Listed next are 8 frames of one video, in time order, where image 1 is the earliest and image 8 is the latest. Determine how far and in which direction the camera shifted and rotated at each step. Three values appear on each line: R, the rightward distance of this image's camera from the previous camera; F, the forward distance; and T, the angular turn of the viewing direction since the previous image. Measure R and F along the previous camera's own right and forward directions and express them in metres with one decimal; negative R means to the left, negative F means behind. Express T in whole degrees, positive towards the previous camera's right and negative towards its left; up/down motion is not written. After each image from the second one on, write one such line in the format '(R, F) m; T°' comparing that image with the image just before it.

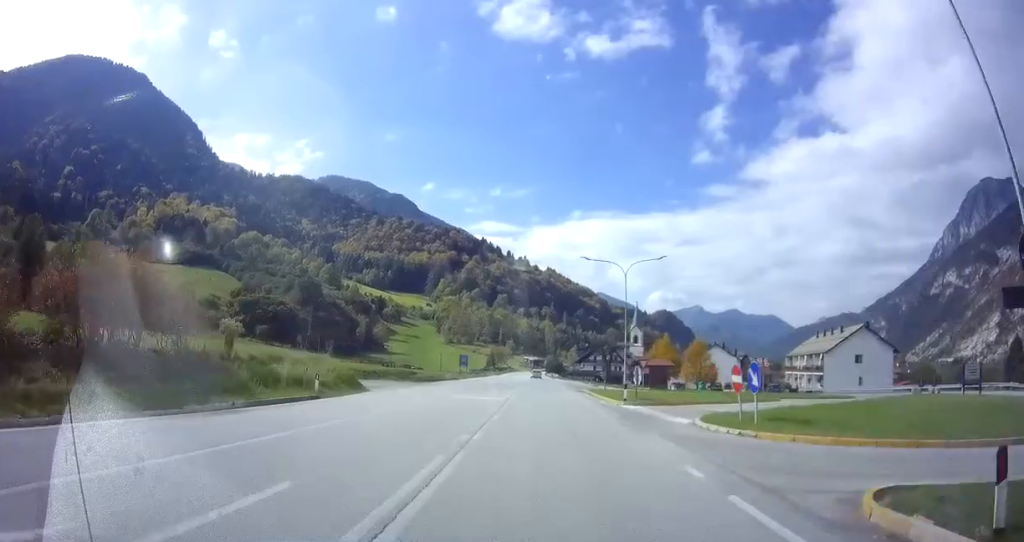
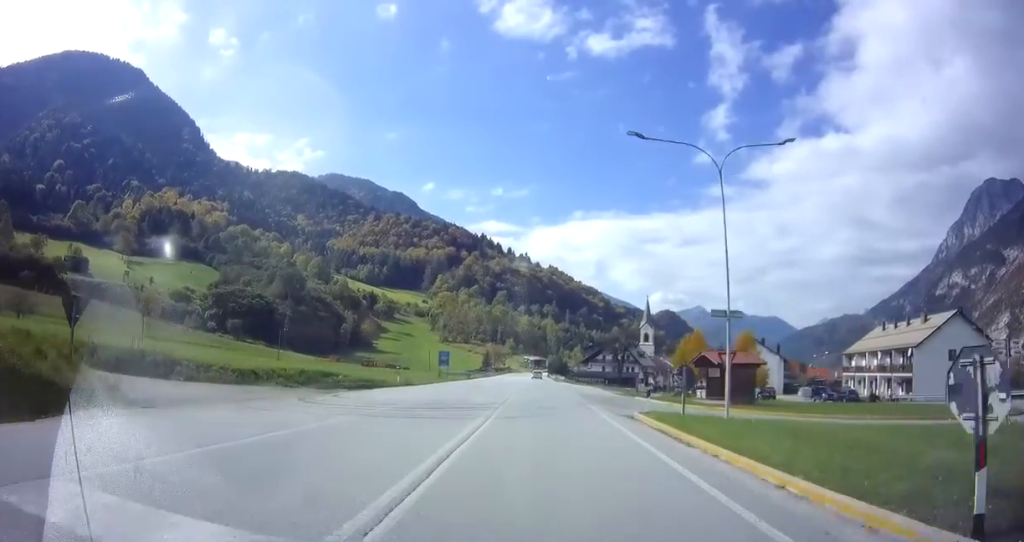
(0.0, +21.1) m; 0°
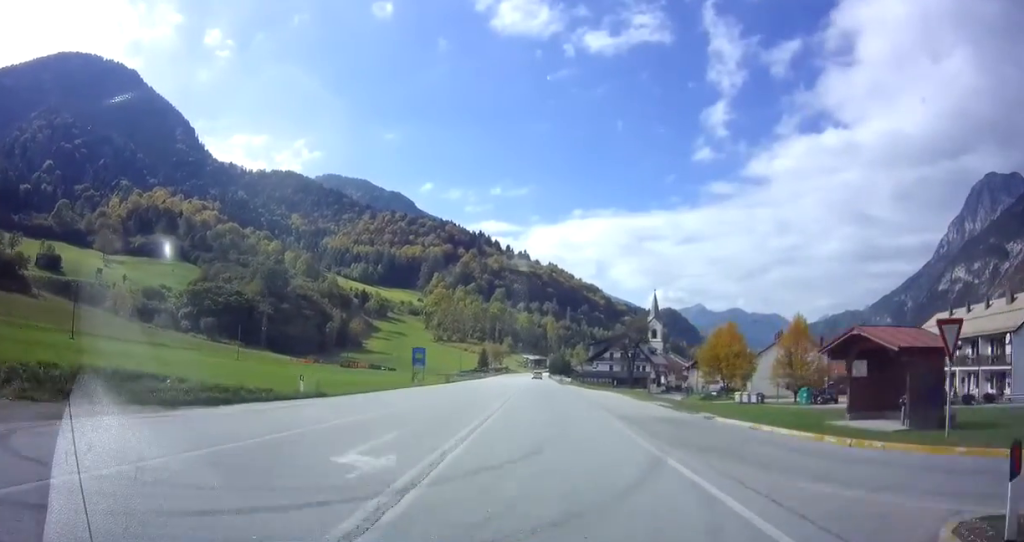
(0.0, +15.9) m; 0°
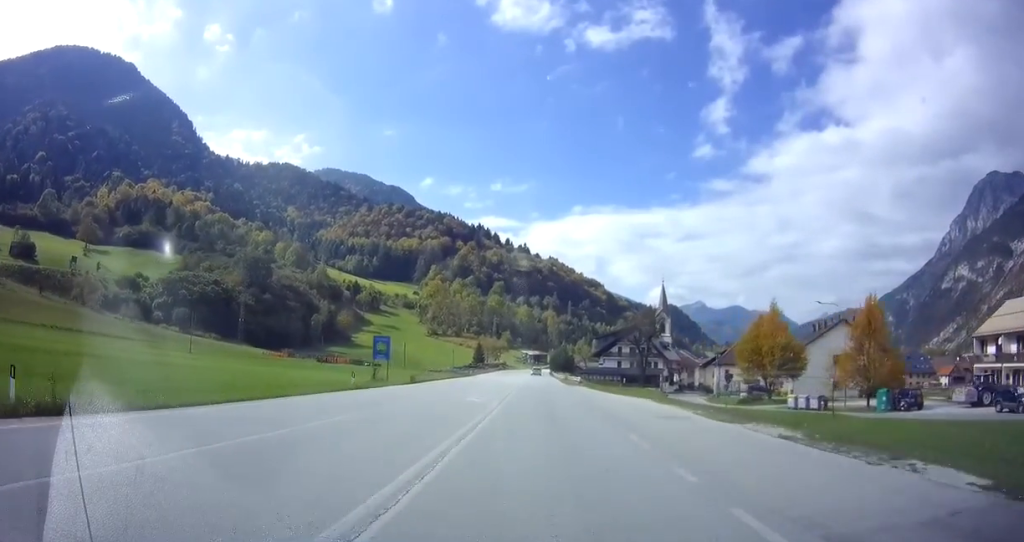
(+0.1, +15.1) m; -1°
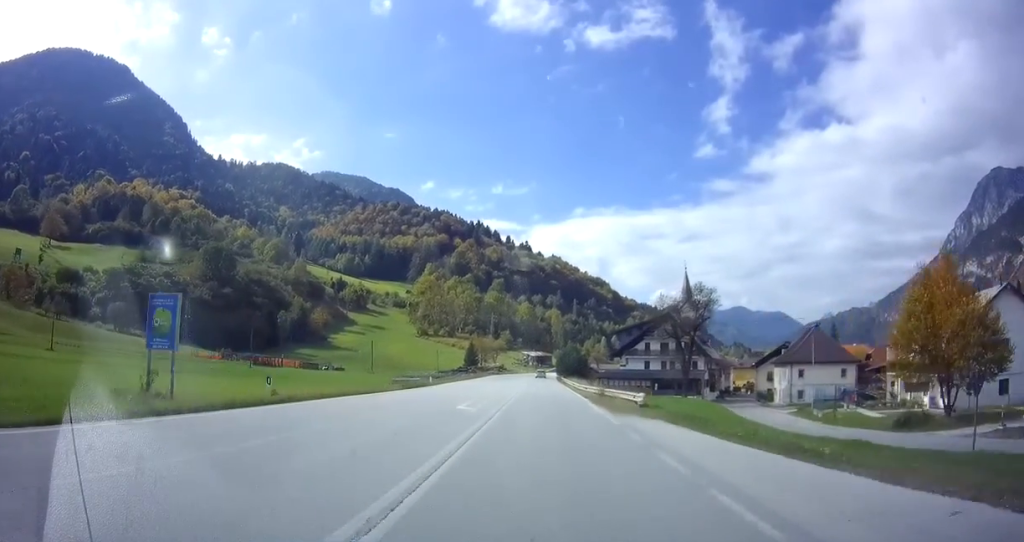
(-0.3, +28.7) m; 0°
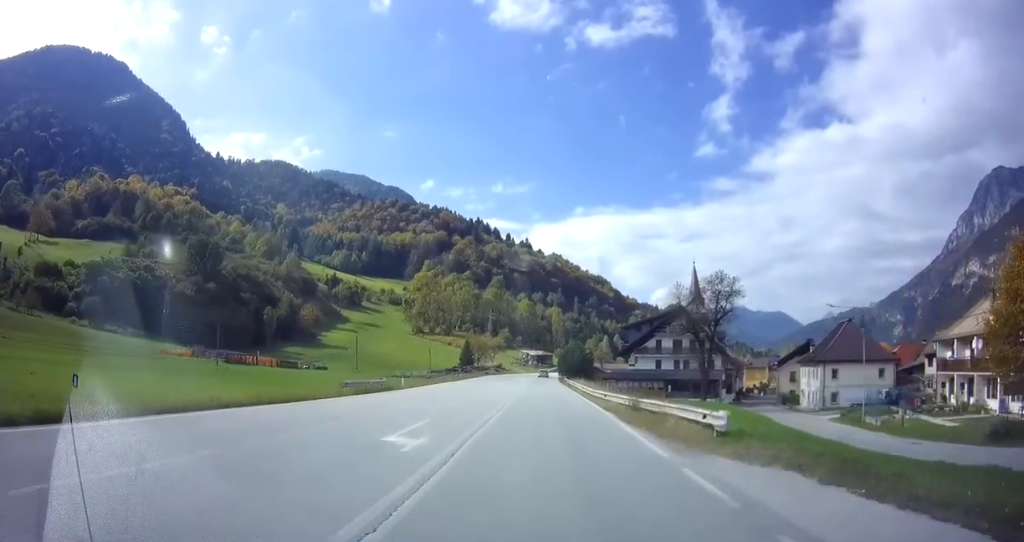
(+0.1, +9.1) m; 0°
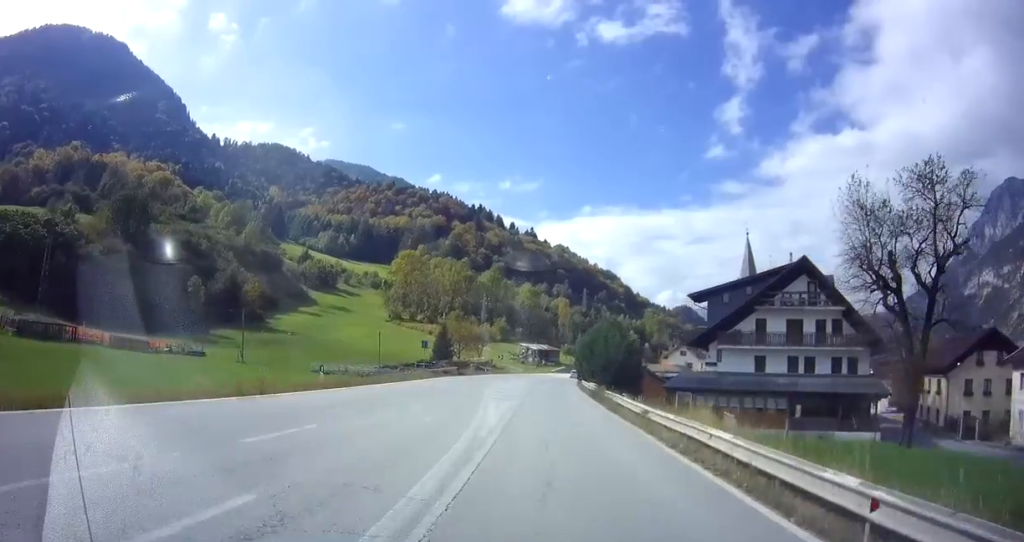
(0.0, +40.8) m; 0°
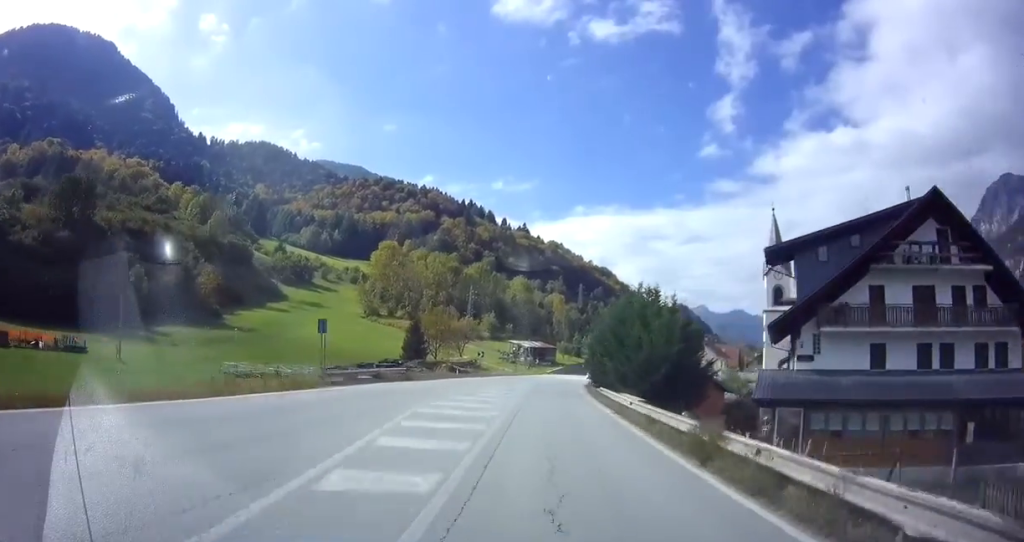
(-0.1, +18.9) m; +1°
